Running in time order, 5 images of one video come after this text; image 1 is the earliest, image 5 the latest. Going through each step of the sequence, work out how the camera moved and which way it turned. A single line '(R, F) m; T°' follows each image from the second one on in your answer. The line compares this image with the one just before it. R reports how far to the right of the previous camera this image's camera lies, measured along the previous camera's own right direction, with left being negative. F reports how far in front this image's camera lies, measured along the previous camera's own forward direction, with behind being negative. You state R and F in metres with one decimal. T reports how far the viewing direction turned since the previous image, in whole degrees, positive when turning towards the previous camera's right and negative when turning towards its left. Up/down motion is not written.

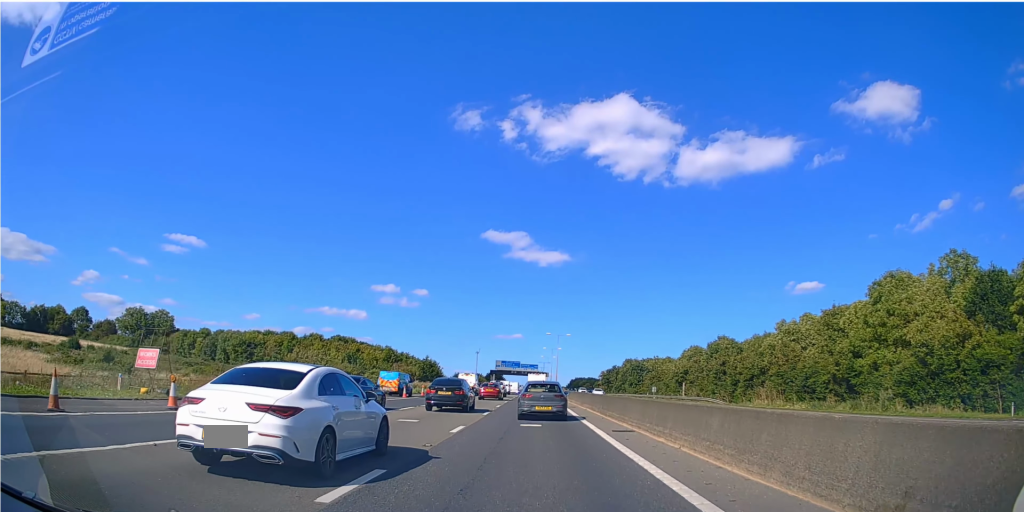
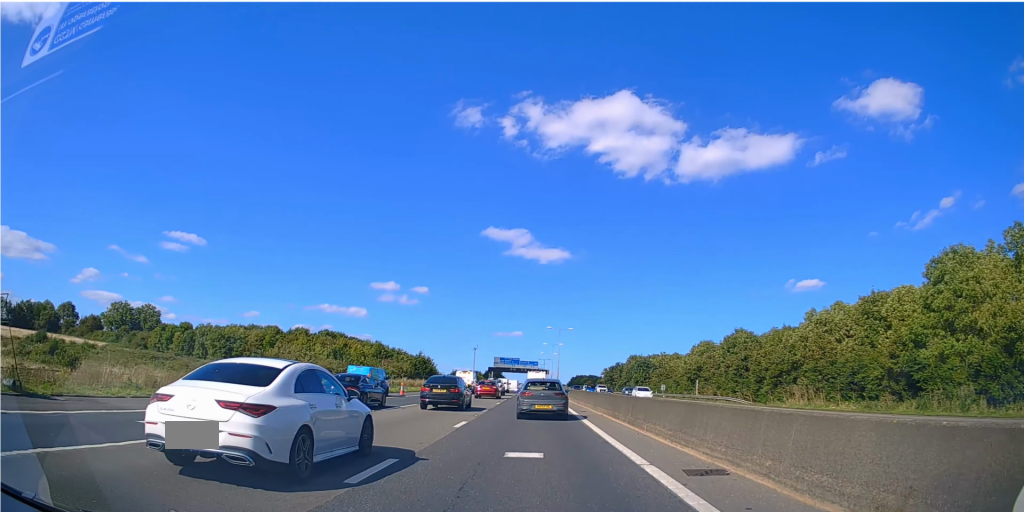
(+0.2, +8.8) m; +1°
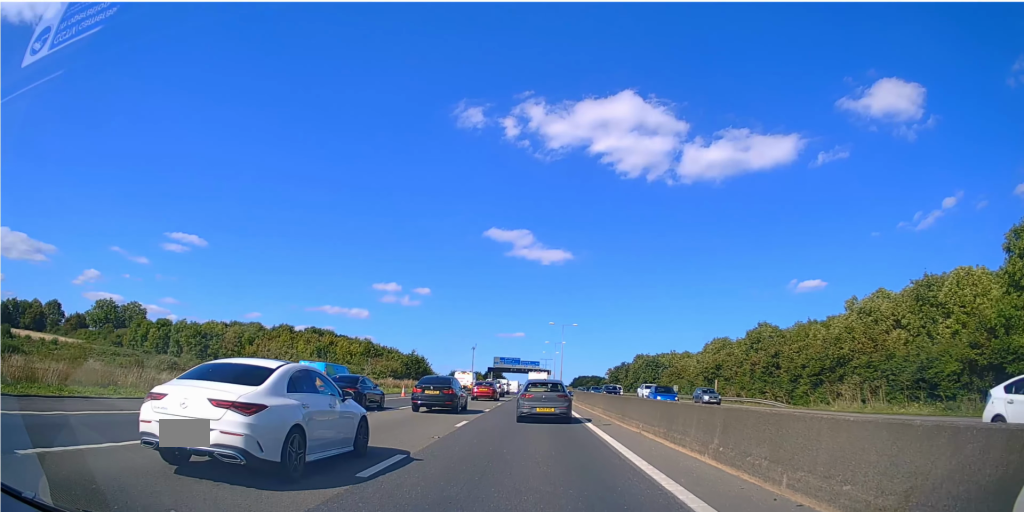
(-0.1, +9.6) m; -1°
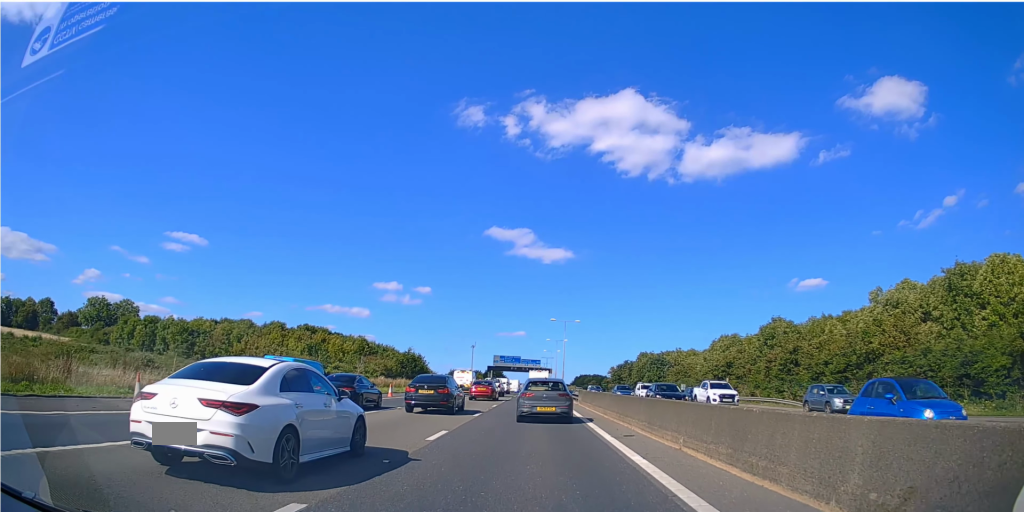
(0.0, +4.8) m; 0°
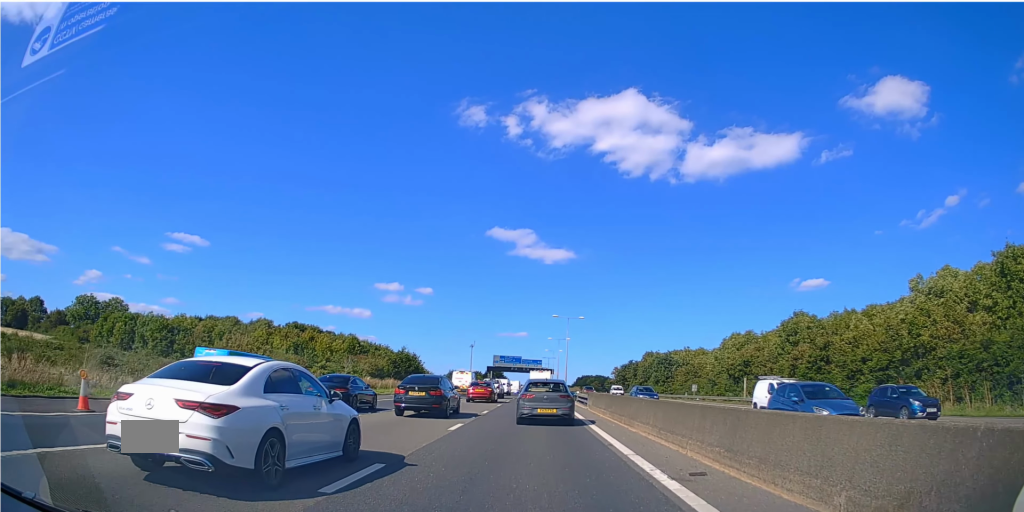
(0.0, +6.5) m; 0°
